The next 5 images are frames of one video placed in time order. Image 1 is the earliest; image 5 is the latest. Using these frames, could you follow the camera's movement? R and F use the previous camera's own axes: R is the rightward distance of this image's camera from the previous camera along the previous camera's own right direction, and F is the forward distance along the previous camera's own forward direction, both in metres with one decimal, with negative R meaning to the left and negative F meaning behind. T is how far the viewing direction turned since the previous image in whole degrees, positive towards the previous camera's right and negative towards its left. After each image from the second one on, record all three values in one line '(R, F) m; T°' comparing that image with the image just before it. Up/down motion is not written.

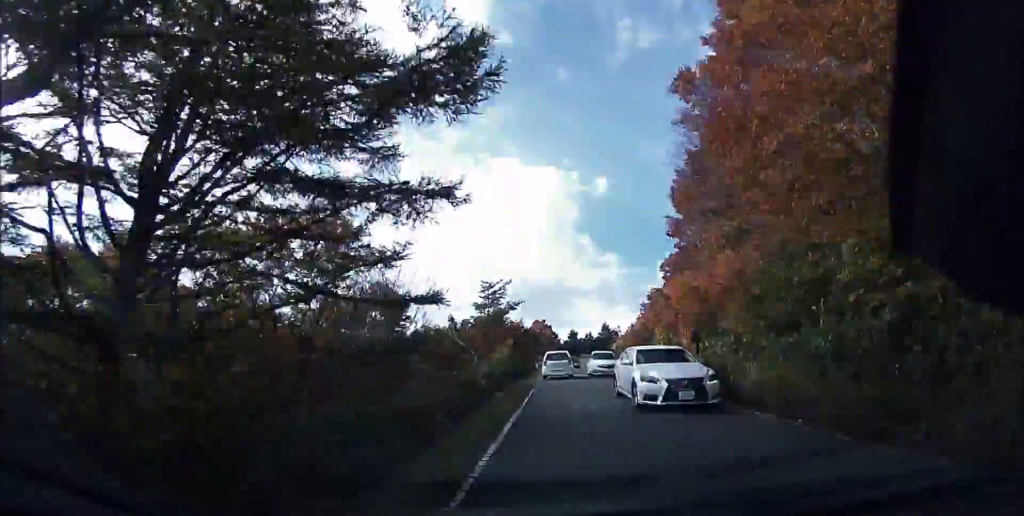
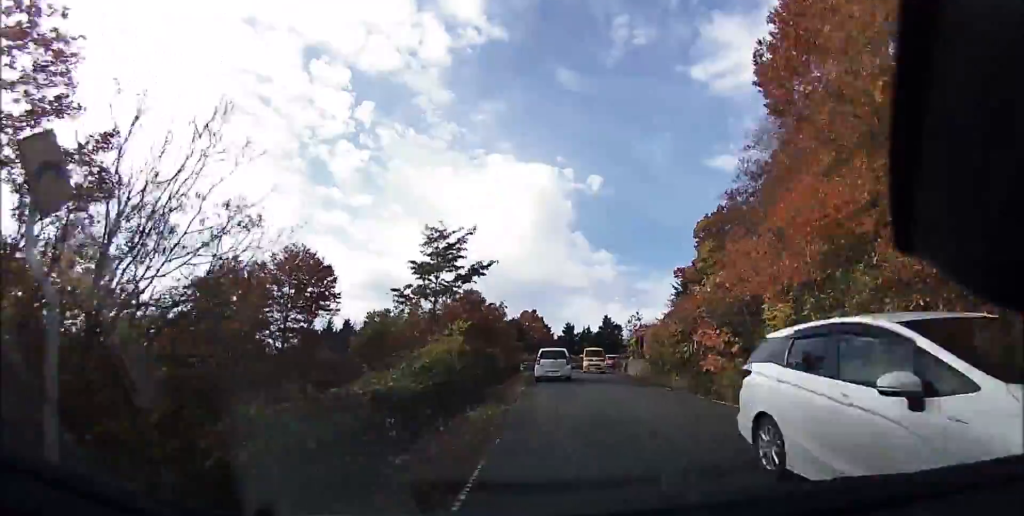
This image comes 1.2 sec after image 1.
(+3.2, +11.0) m; +7°
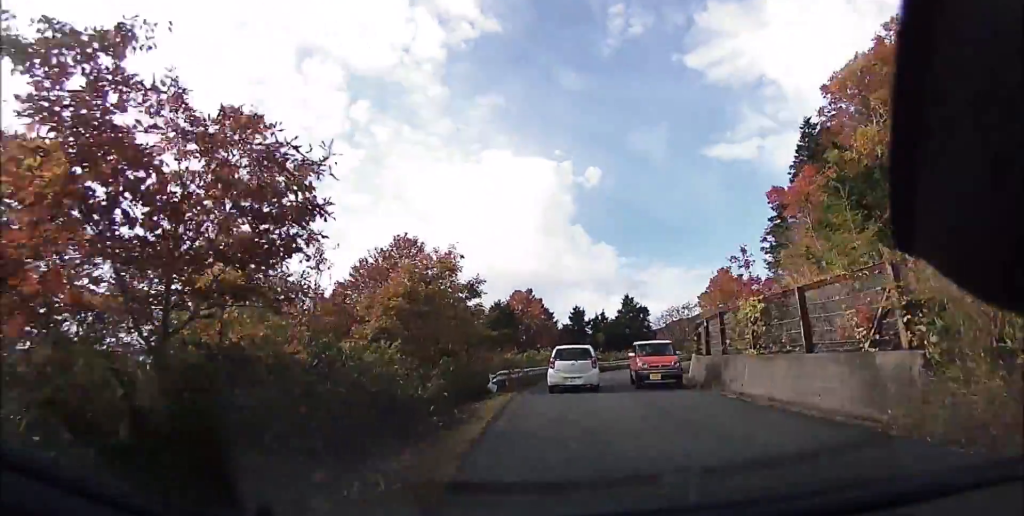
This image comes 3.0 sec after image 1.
(-0.3, +17.0) m; -2°
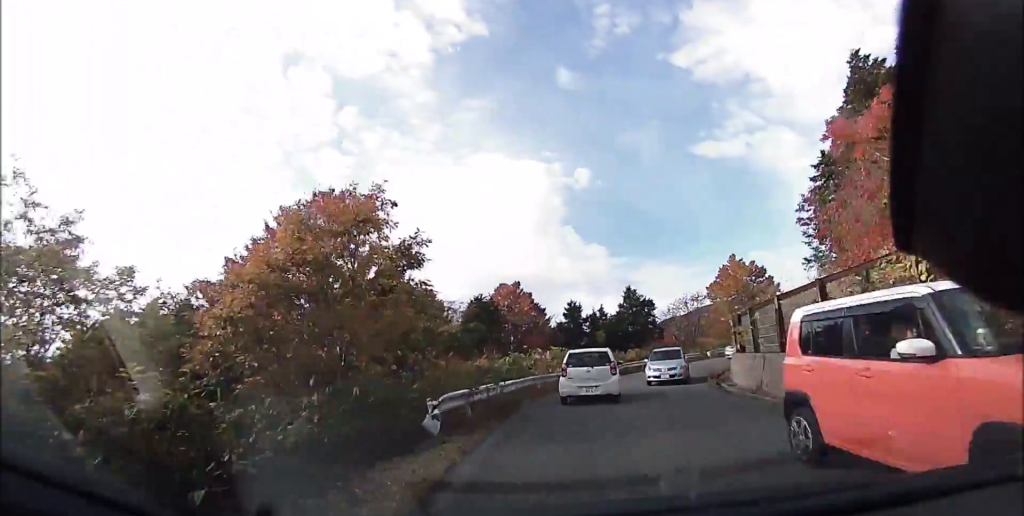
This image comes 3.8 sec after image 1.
(-0.2, +6.7) m; 0°
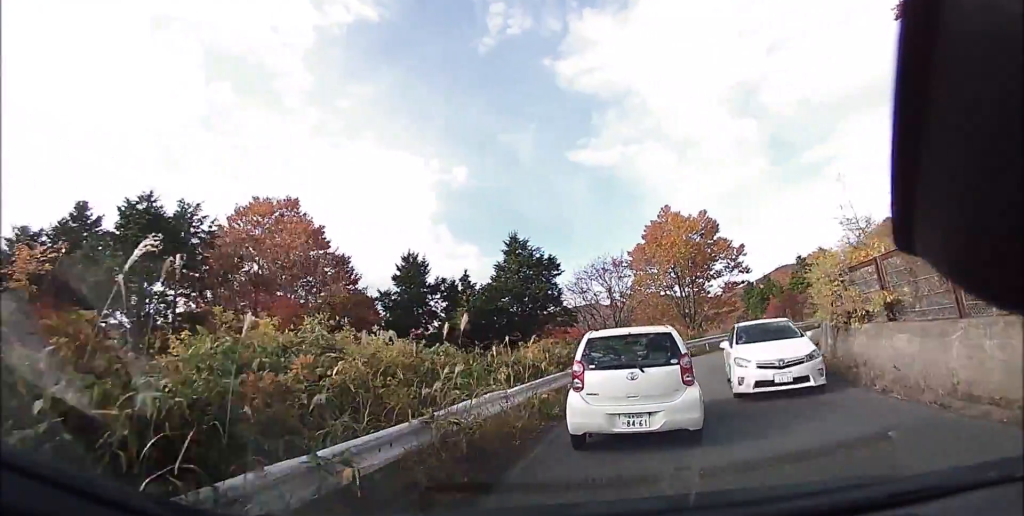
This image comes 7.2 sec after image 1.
(+2.2, +22.9) m; +14°
